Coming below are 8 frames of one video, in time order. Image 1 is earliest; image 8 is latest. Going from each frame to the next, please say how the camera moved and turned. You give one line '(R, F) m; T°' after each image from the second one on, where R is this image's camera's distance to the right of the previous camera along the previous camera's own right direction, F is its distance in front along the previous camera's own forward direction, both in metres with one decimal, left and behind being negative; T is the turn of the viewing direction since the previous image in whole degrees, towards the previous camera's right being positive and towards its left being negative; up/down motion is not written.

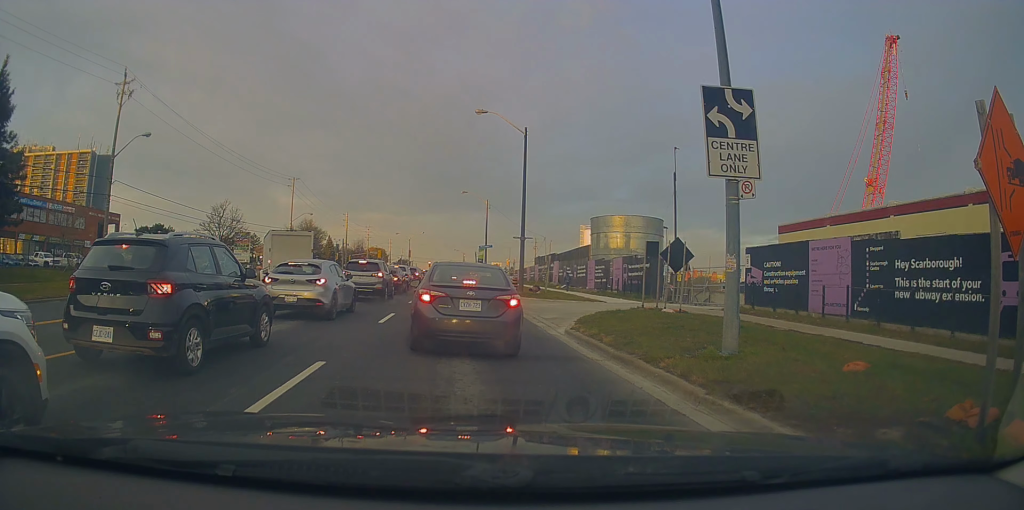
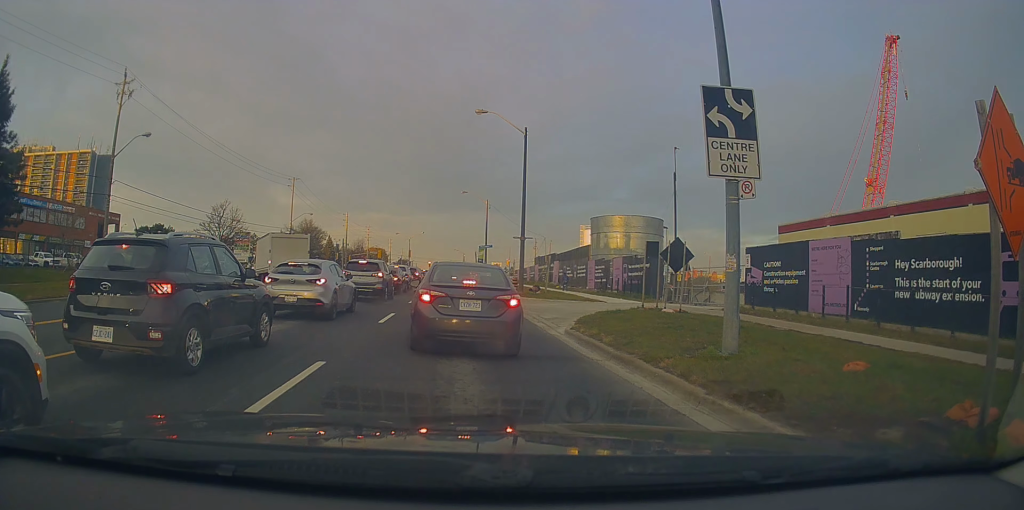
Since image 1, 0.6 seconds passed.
(0.0, 0.0) m; 0°
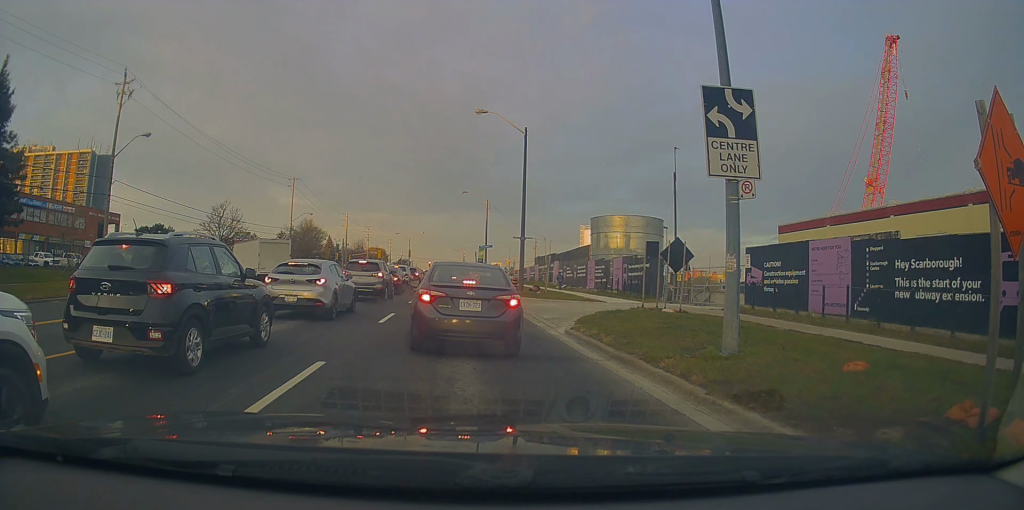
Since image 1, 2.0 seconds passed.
(0.0, 0.0) m; 0°
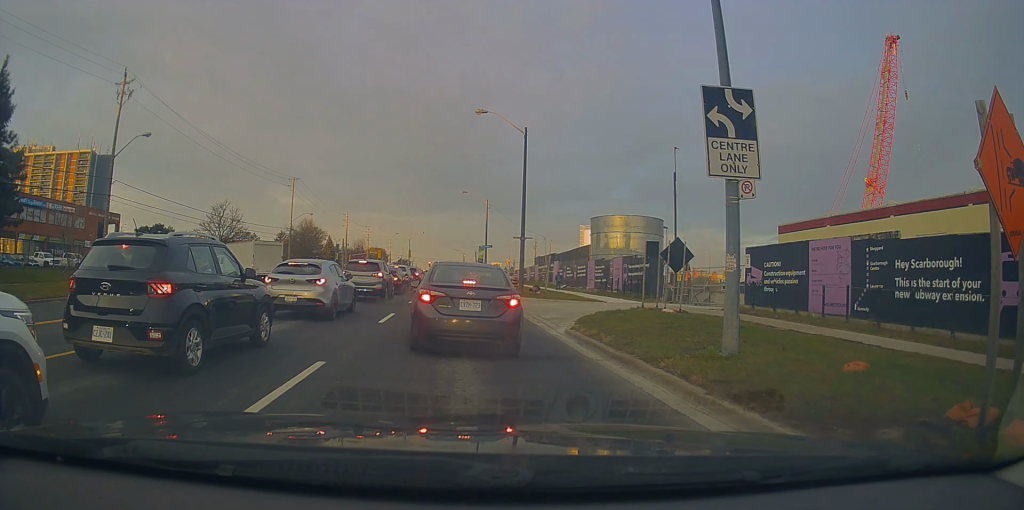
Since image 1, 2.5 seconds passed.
(0.0, 0.0) m; 0°
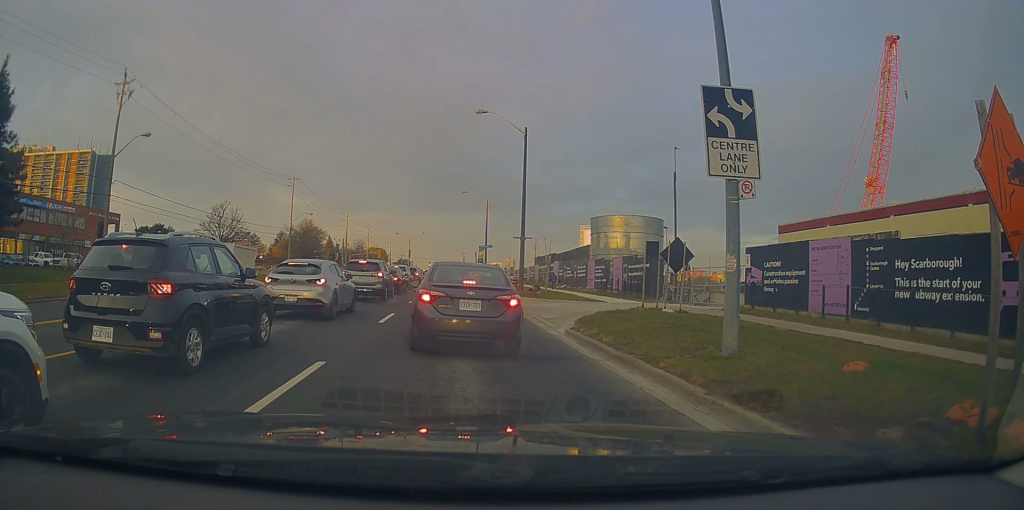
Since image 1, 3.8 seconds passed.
(0.0, 0.0) m; 0°
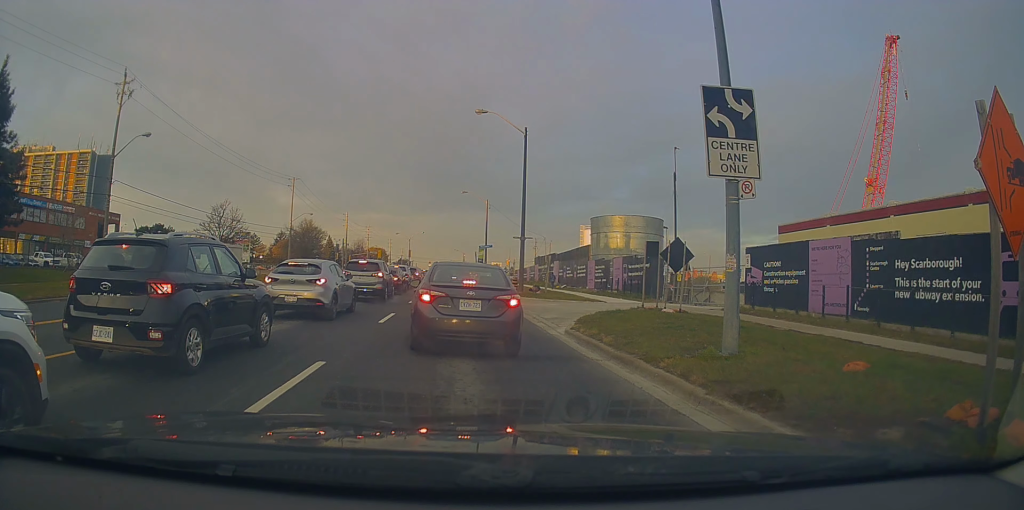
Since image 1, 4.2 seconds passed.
(0.0, 0.0) m; 0°
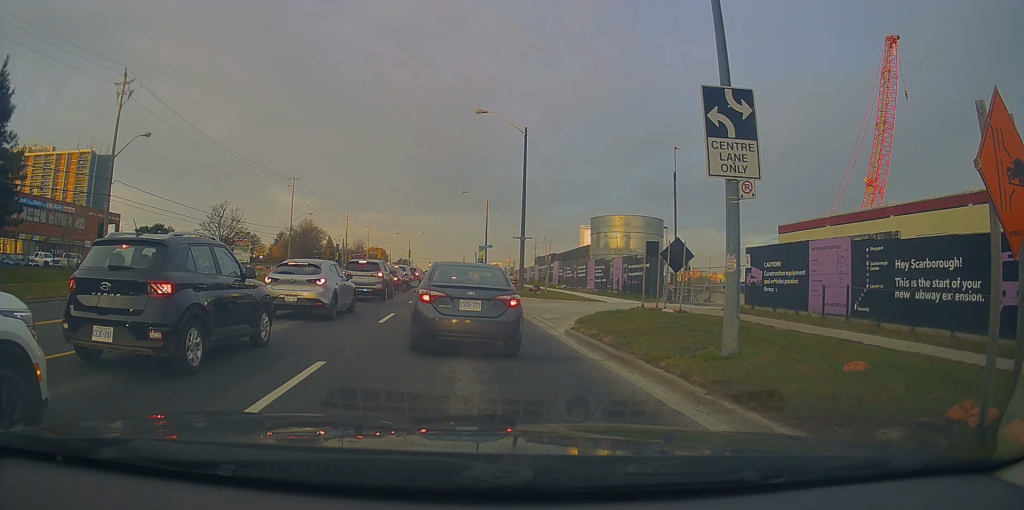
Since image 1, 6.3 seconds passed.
(0.0, 0.0) m; 0°
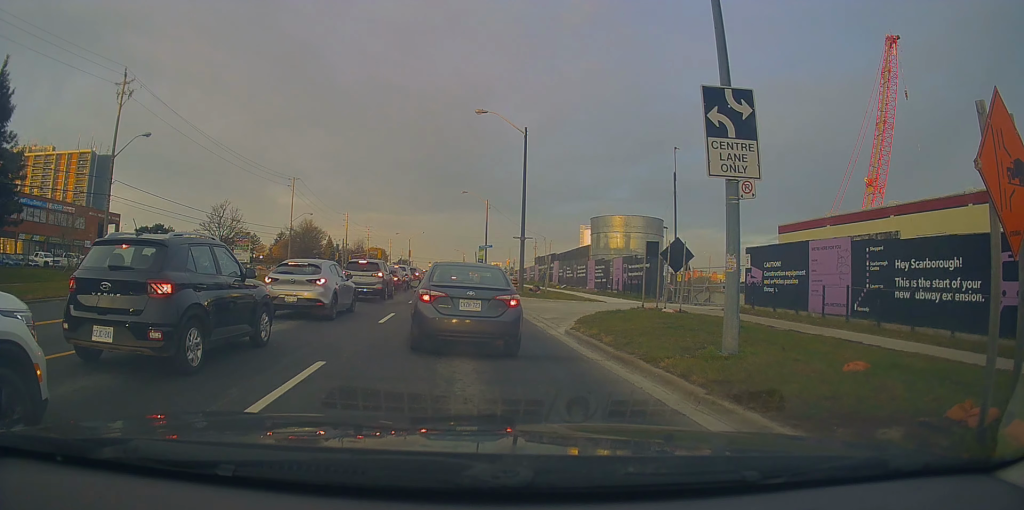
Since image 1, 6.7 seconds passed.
(0.0, 0.0) m; 0°
